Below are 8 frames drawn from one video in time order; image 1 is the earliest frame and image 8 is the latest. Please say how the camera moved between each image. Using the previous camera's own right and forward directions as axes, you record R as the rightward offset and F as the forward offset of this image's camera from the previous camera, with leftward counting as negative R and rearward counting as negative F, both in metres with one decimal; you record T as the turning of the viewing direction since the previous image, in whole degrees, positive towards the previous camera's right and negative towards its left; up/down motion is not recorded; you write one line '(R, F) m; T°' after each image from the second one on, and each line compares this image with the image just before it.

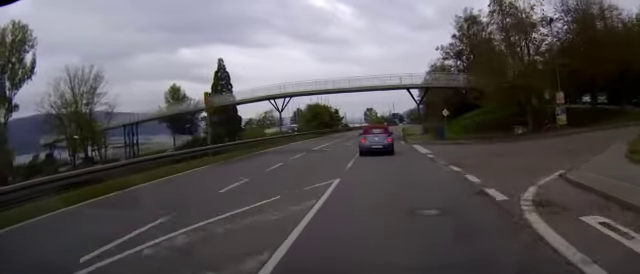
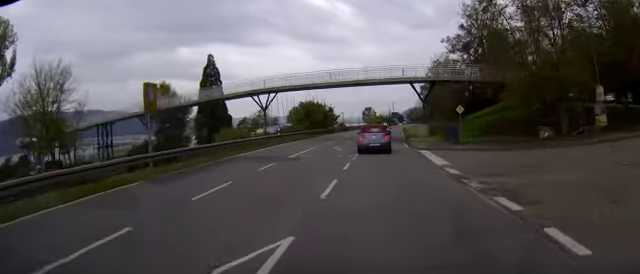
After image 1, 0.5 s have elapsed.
(0.0, +7.1) m; 0°
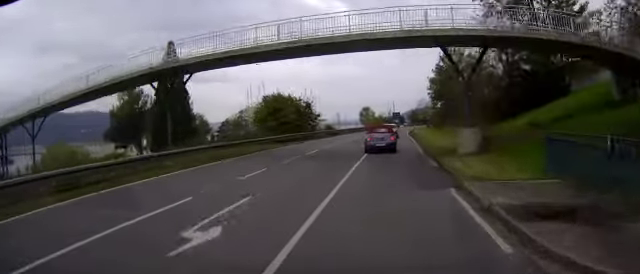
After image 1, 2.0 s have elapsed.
(+0.1, +22.3) m; +1°
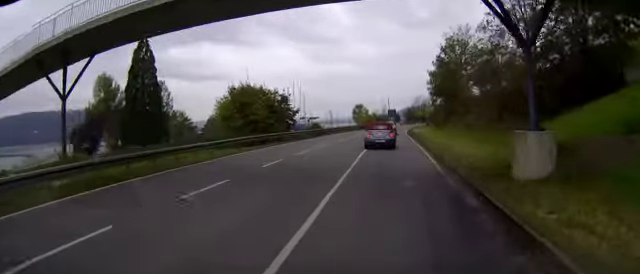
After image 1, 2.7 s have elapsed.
(0.0, +9.8) m; 0°
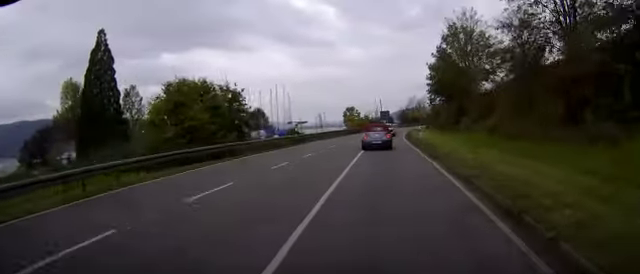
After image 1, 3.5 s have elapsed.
(0.0, +11.8) m; 0°
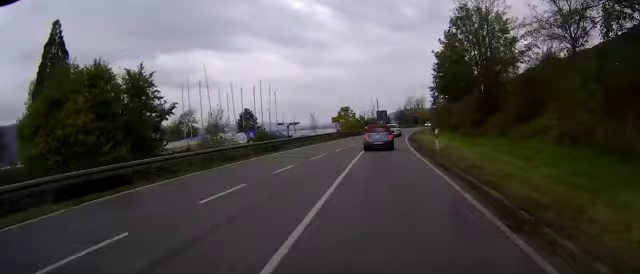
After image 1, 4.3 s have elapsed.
(+0.1, +11.8) m; 0°
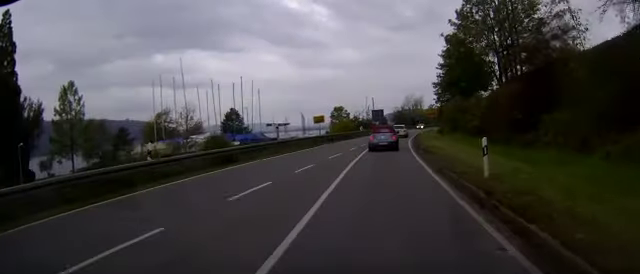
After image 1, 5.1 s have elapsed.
(0.0, +11.5) m; +1°
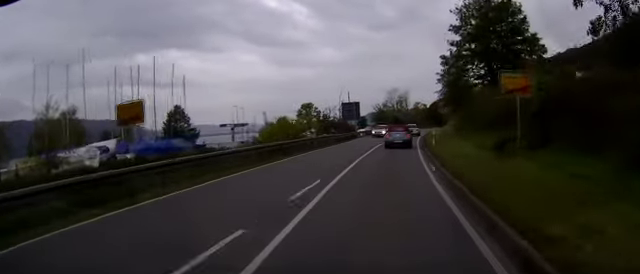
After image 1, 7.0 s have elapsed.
(+0.9, +30.1) m; +3°
